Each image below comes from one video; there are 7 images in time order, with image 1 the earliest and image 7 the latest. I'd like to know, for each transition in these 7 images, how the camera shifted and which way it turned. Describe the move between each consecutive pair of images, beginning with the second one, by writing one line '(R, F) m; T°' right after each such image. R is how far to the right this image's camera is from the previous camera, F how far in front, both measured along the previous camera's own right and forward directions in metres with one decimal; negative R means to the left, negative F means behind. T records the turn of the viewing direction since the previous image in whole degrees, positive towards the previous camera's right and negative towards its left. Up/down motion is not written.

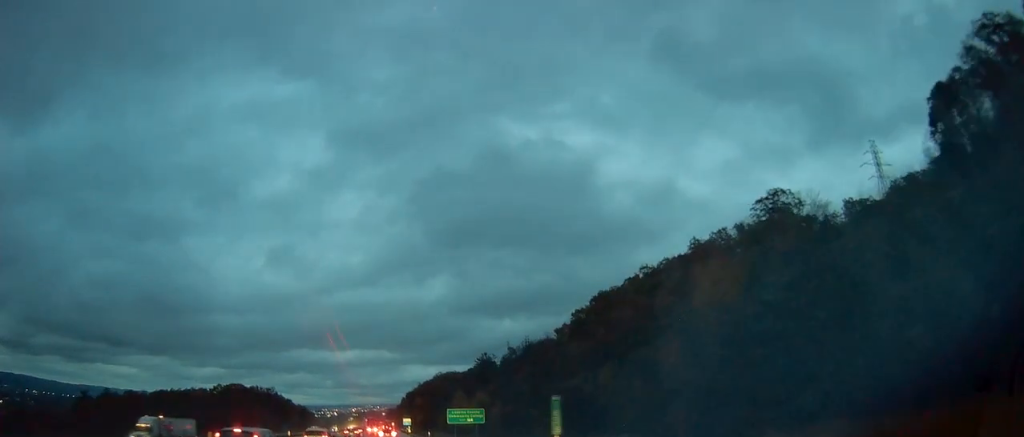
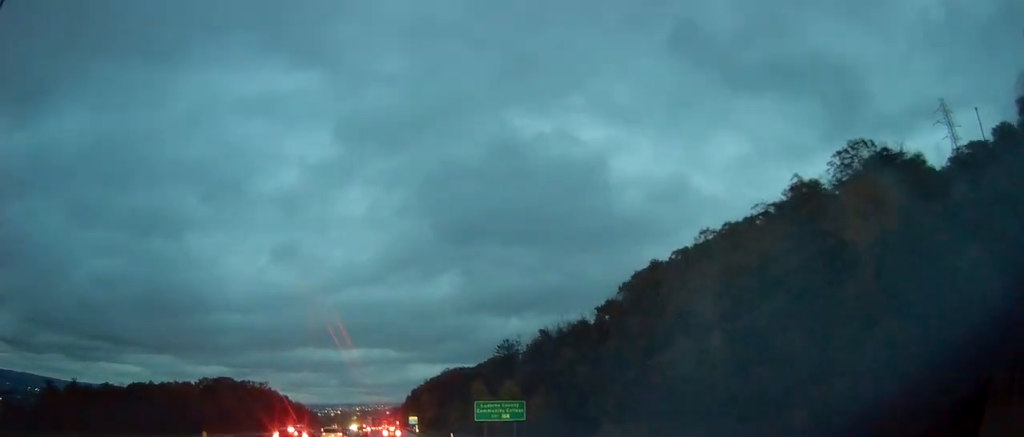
(-0.4, +24.3) m; -2°
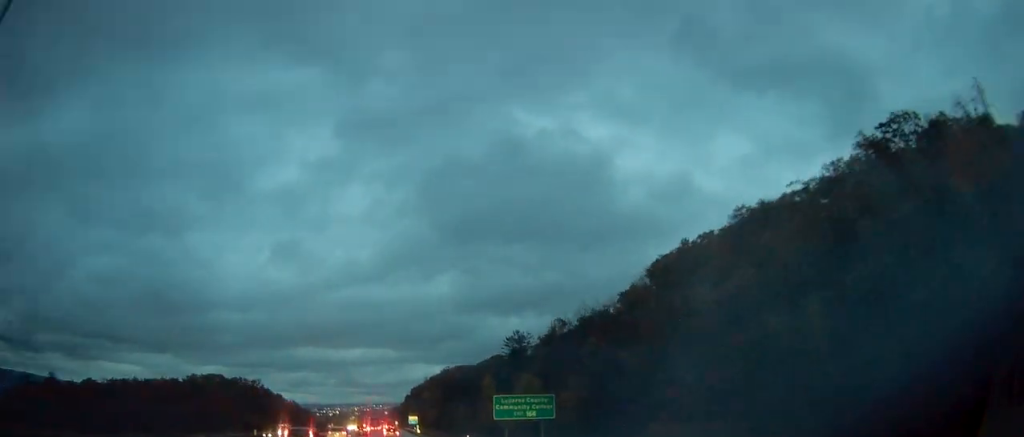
(-0.2, +12.1) m; 0°
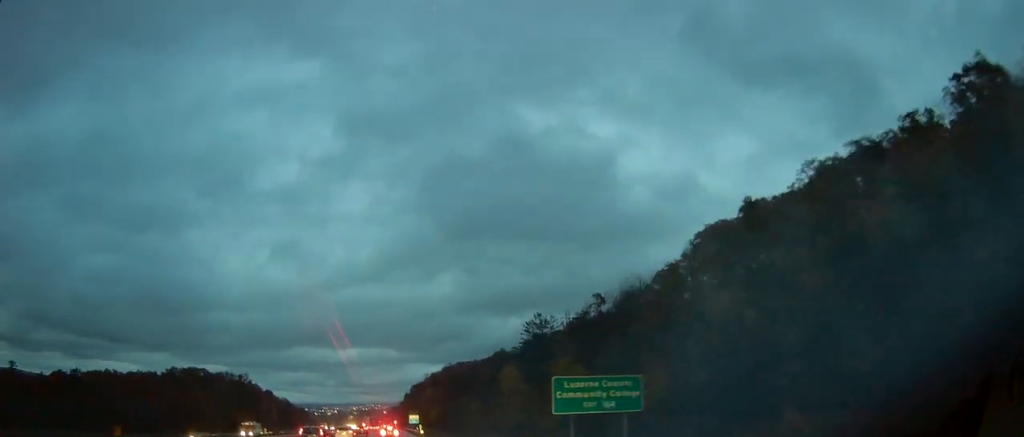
(+0.4, +19.3) m; +2°
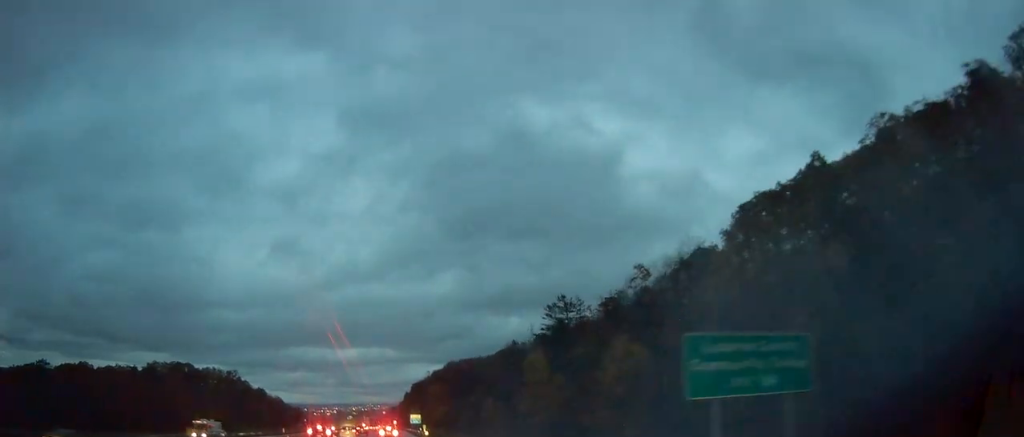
(+0.3, +15.5) m; 0°
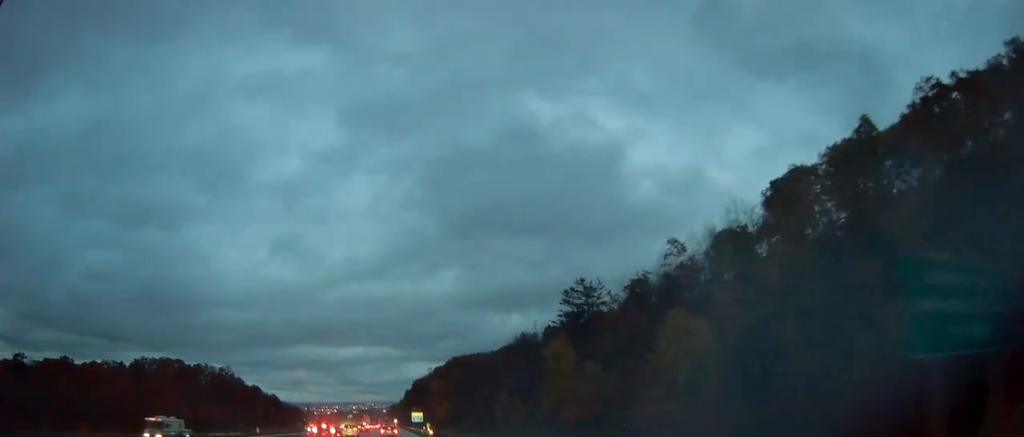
(-0.2, +9.3) m; 0°
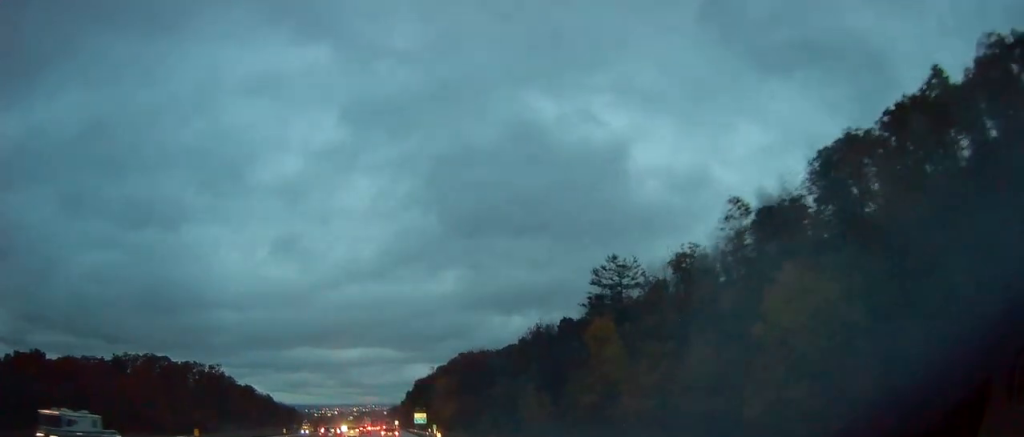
(0.0, +12.5) m; 0°
